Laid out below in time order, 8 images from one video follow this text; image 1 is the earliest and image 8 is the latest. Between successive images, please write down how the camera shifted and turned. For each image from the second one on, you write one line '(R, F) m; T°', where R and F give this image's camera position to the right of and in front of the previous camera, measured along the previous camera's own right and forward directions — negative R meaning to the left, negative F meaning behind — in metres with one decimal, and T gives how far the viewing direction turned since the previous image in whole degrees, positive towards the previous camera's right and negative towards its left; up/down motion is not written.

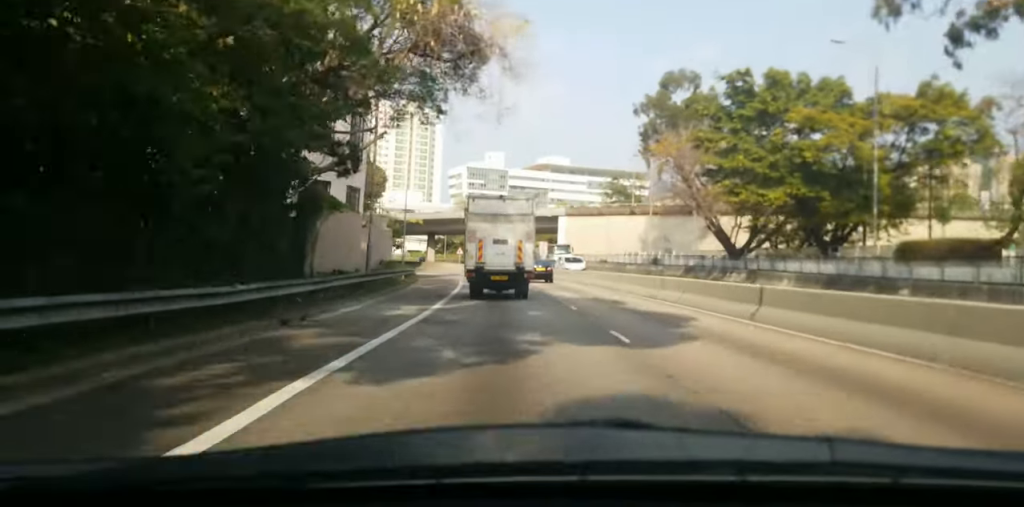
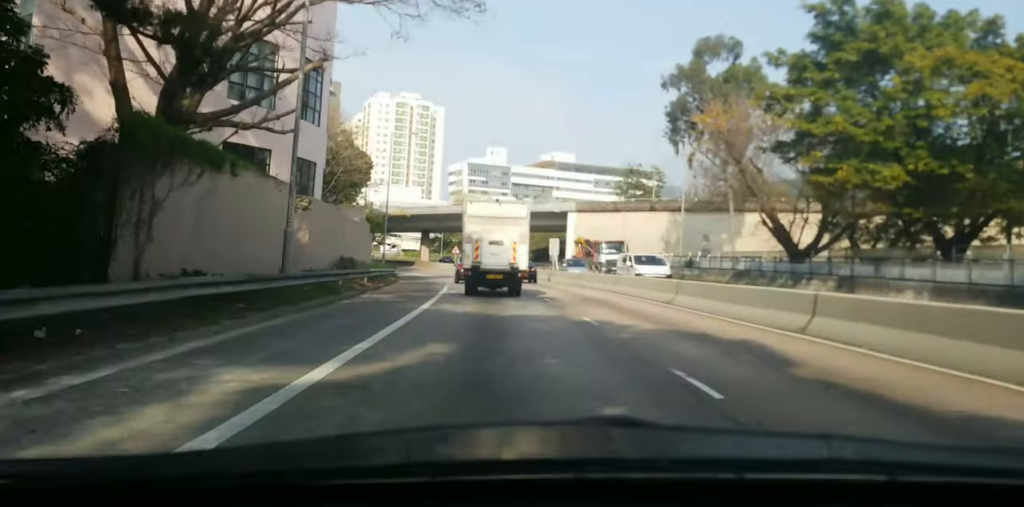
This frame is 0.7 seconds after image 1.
(-0.2, +12.8) m; -1°
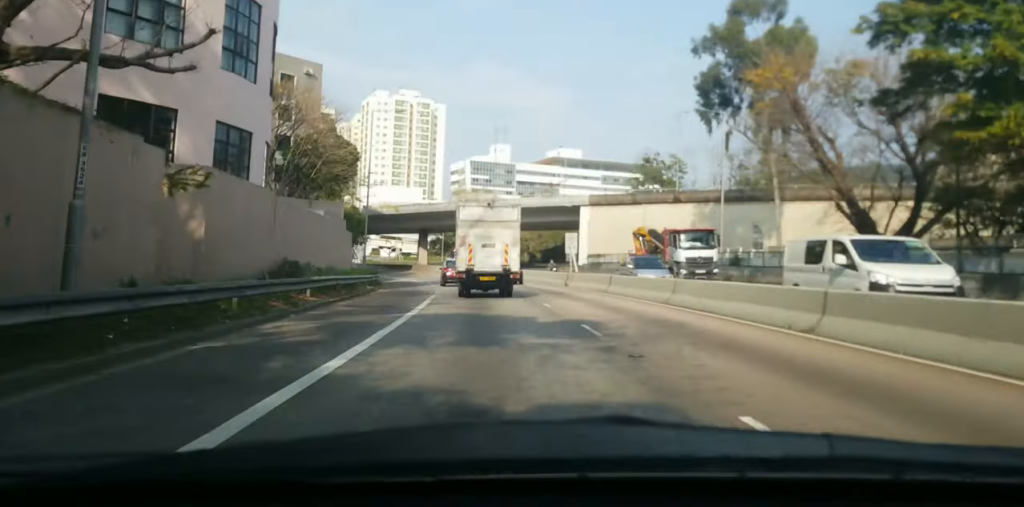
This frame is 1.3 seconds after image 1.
(-0.2, +11.2) m; -1°
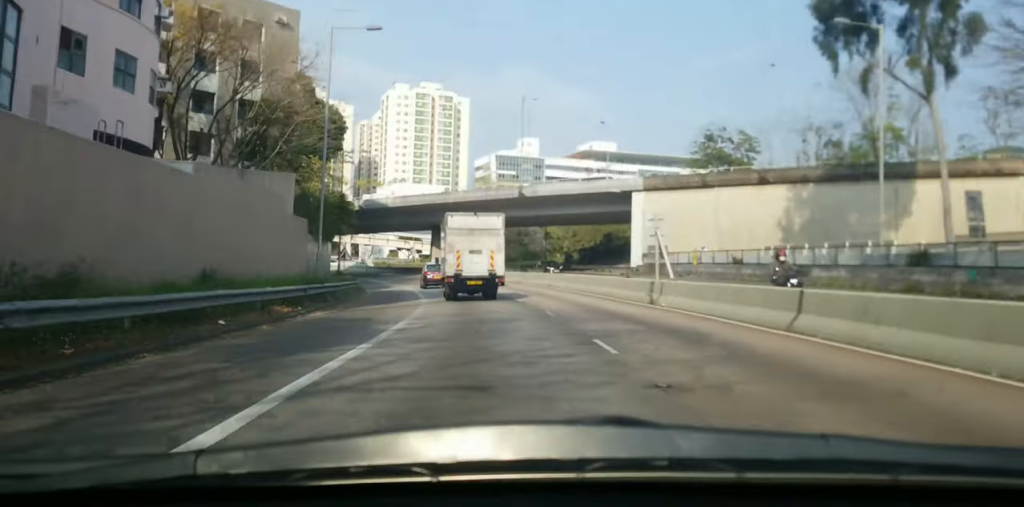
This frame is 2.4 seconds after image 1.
(-0.1, +21.1) m; -1°
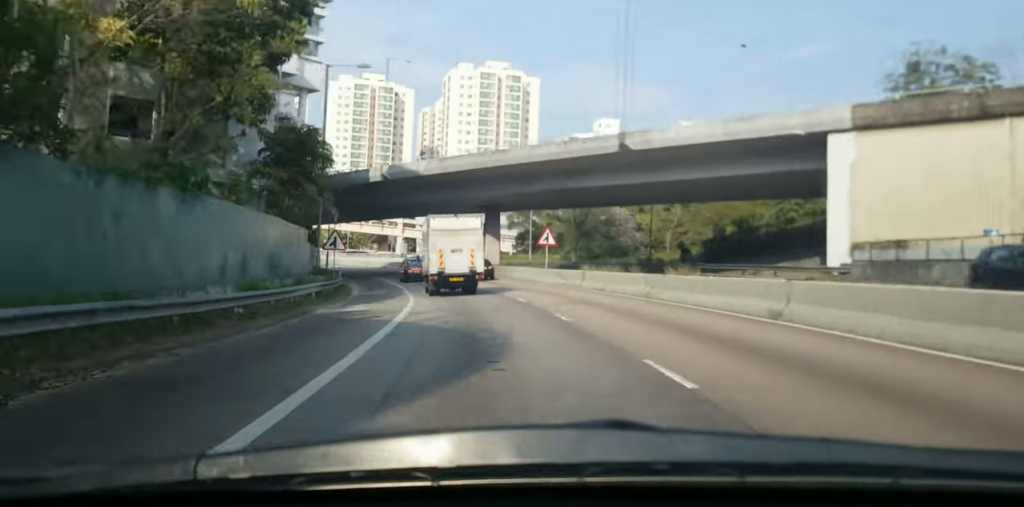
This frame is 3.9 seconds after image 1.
(-0.7, +29.6) m; -5°
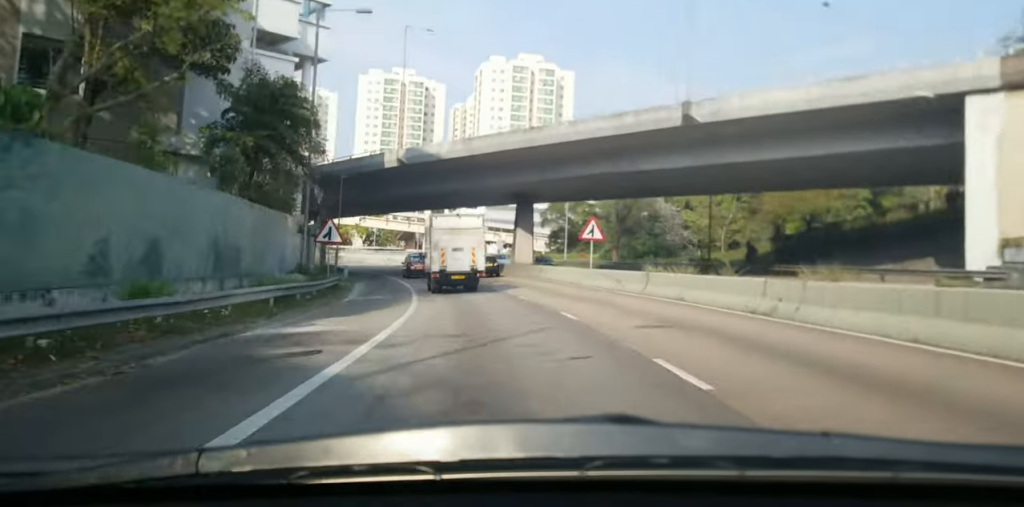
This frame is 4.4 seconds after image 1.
(-0.5, +10.4) m; -2°
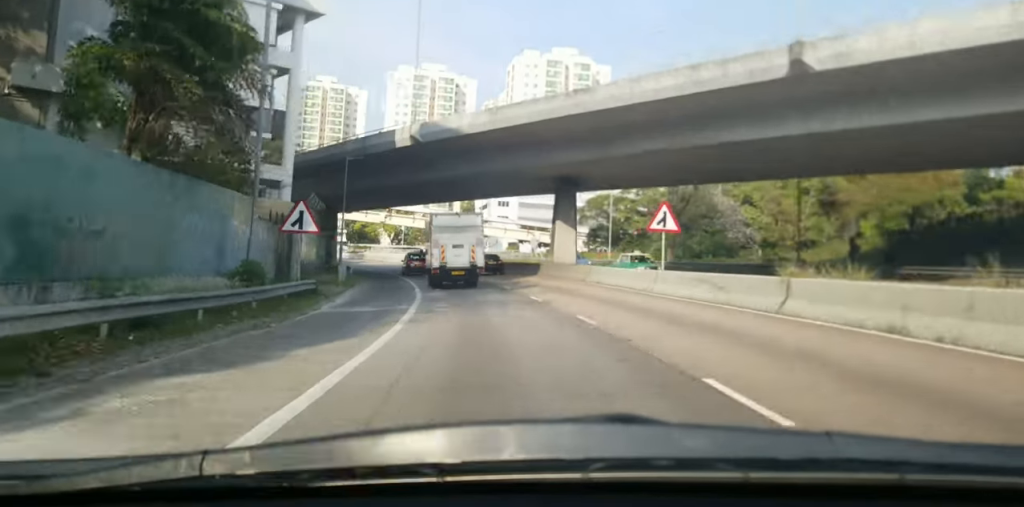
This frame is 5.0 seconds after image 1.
(-0.2, +10.6) m; -2°
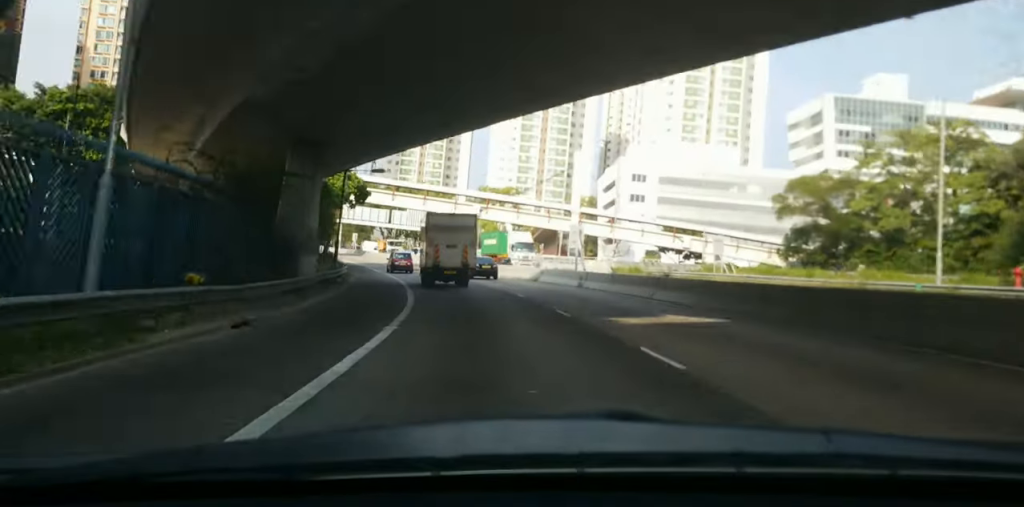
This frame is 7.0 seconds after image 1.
(-2.7, +41.7) m; -9°
